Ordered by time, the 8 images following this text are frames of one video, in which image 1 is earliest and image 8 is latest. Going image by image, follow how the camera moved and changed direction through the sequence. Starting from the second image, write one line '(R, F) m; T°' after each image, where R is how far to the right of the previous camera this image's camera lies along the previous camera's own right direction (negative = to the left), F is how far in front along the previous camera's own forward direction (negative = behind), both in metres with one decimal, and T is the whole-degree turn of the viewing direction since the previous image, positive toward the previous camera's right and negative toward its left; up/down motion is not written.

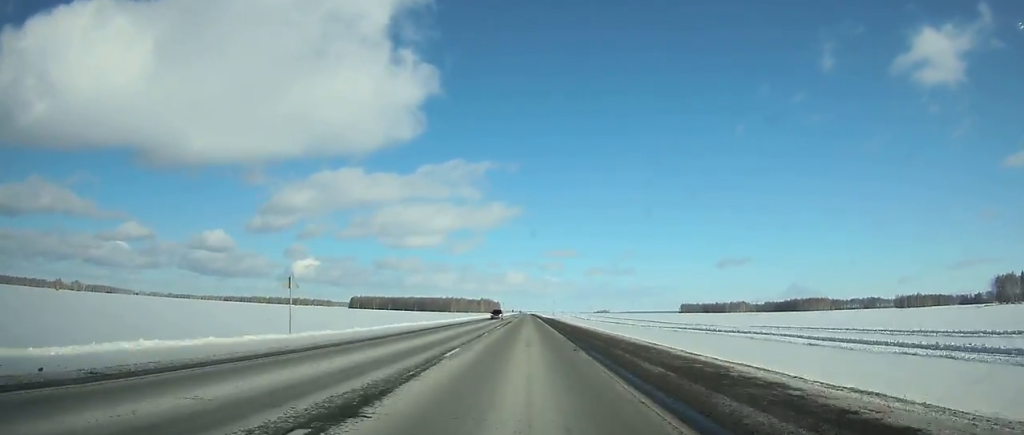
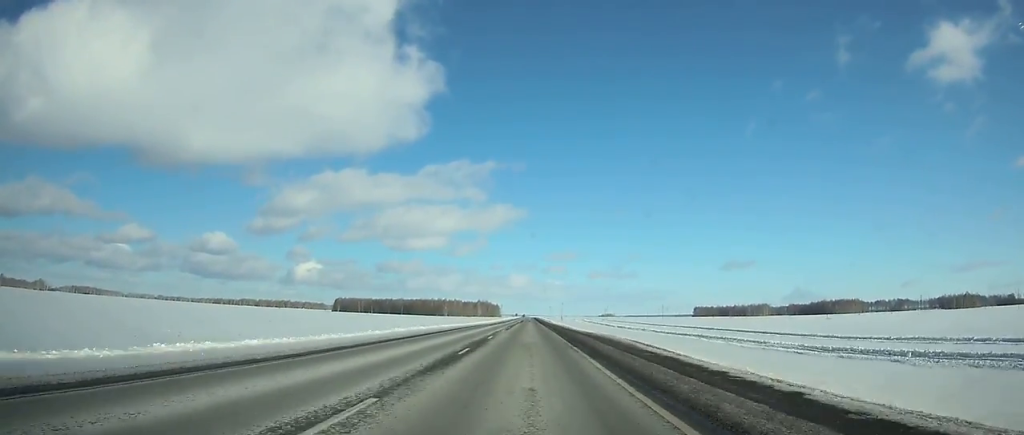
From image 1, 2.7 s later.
(0.0, +86.7) m; 0°
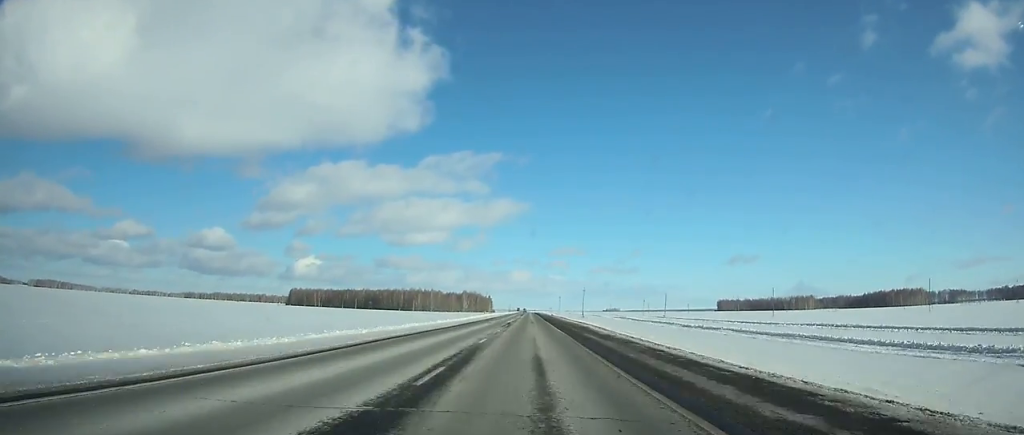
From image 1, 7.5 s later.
(+0.4, +154.5) m; 0°
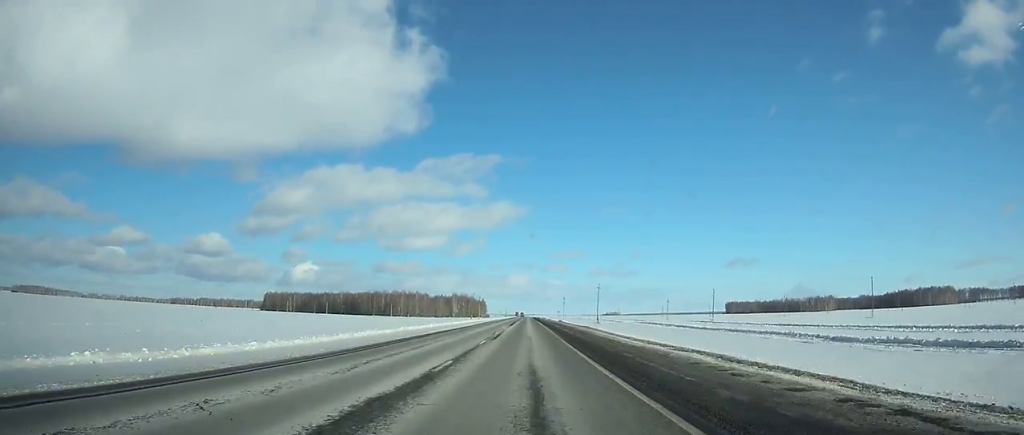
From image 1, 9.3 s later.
(-0.1, +58.0) m; 0°
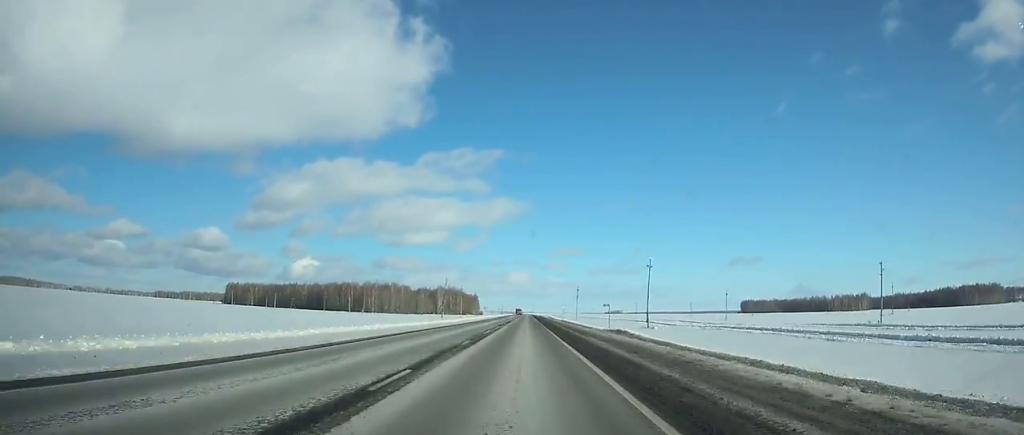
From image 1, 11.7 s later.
(-0.2, +77.6) m; 0°
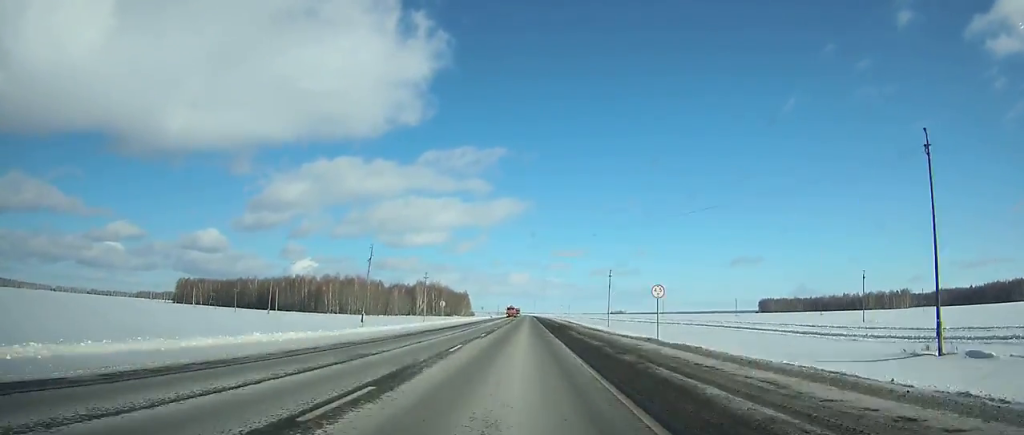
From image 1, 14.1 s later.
(-0.1, +77.8) m; 0°
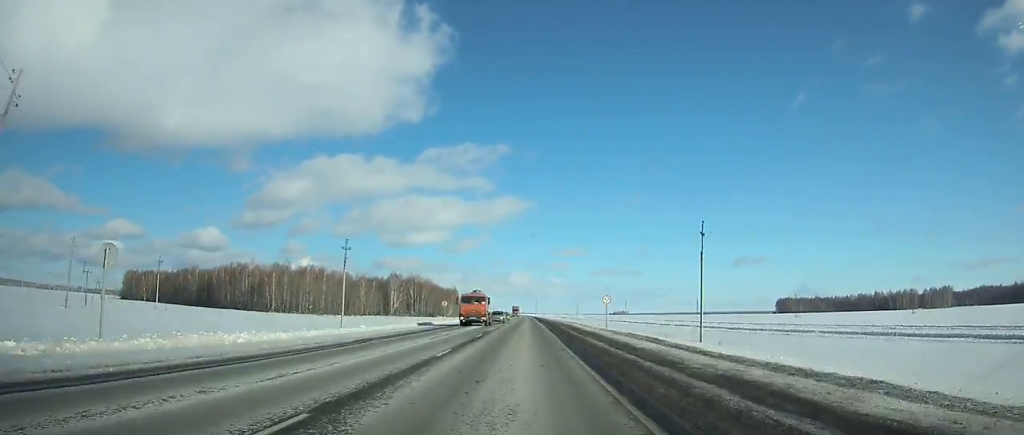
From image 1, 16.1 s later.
(+0.2, +65.0) m; 0°
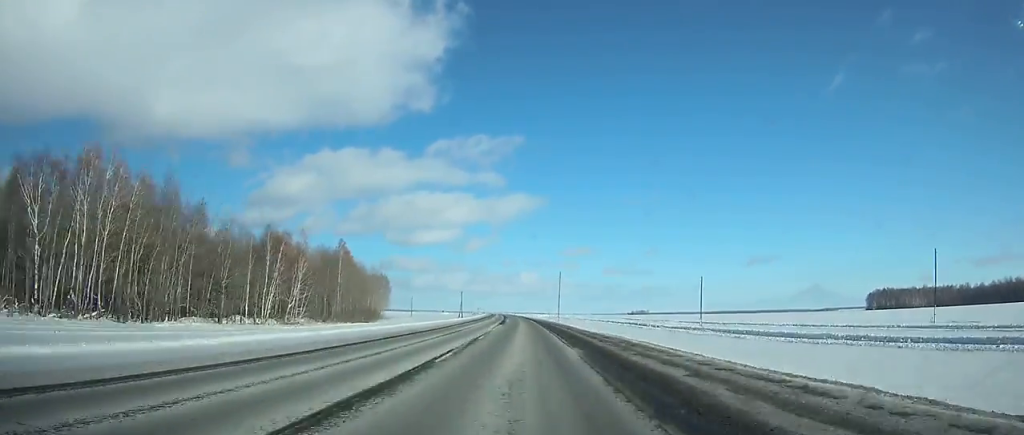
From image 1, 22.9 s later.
(-1.0, +221.9) m; -1°
